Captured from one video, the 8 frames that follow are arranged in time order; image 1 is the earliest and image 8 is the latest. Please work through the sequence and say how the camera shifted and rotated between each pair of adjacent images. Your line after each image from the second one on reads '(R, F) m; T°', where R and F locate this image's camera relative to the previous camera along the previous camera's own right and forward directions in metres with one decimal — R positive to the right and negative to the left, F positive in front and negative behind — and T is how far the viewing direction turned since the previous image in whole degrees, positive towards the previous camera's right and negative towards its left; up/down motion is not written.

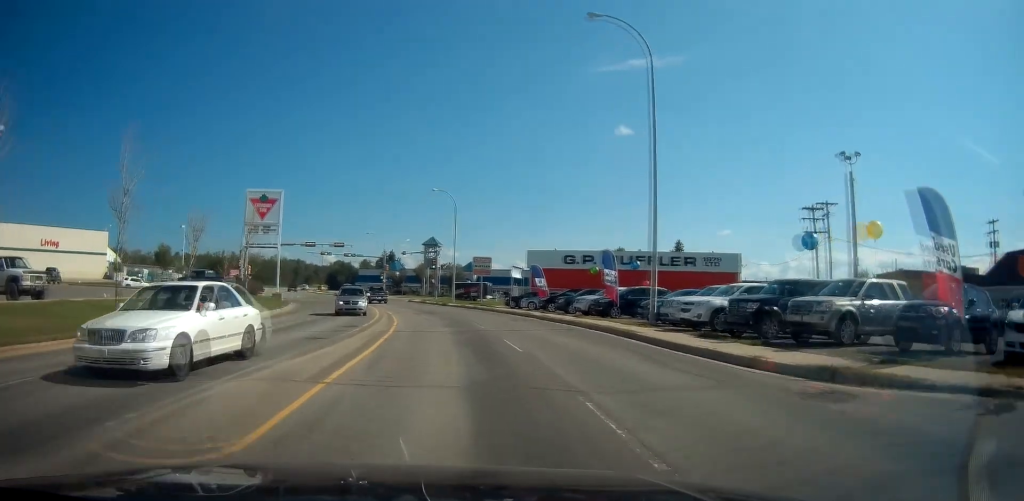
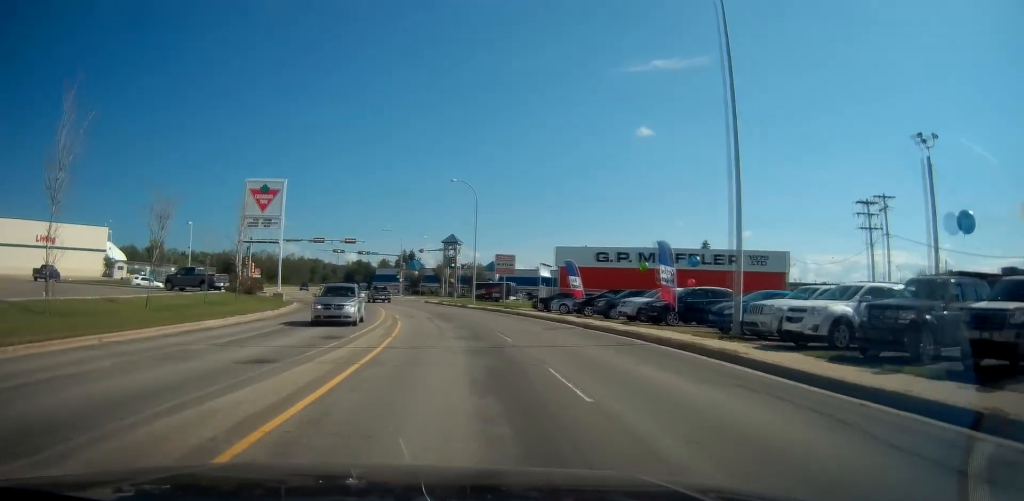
(-0.2, +5.6) m; -2°
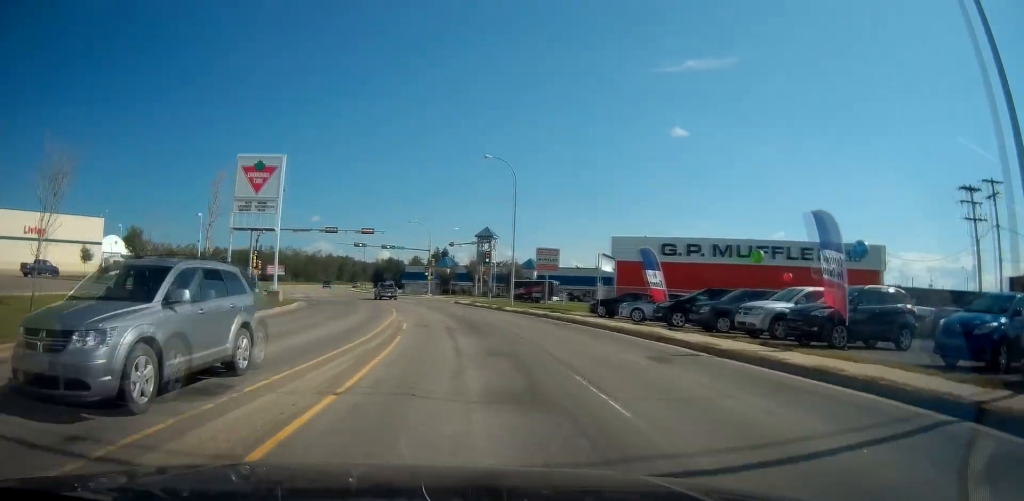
(-0.5, +9.6) m; -3°
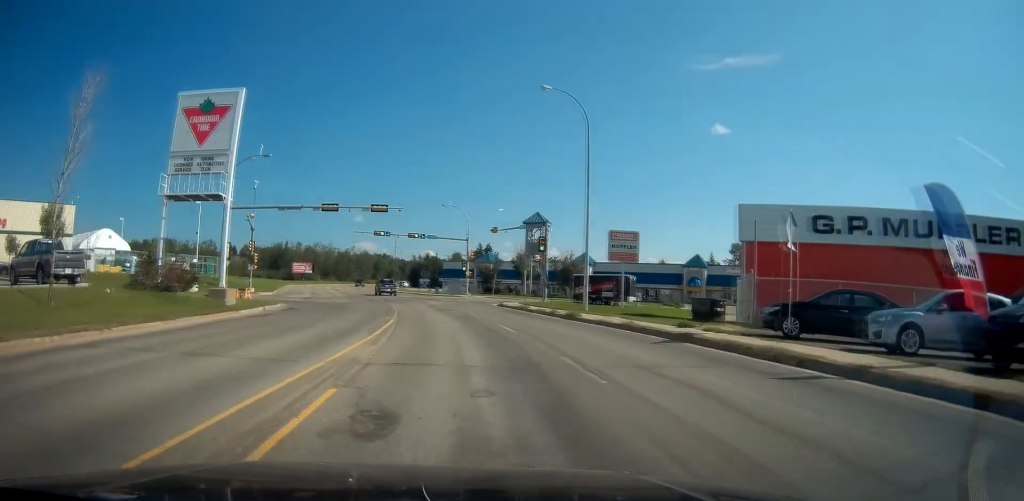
(-0.2, +16.1) m; -3°
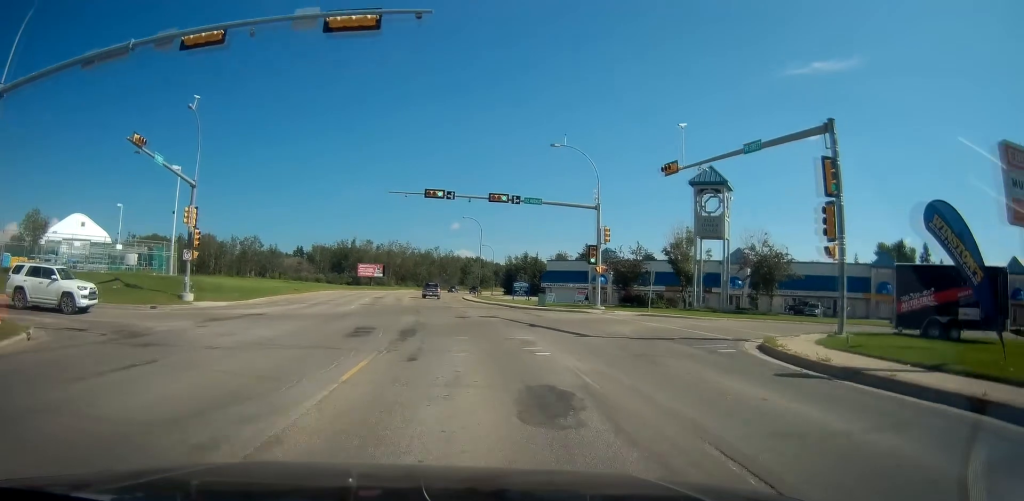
(-3.0, +32.3) m; -11°
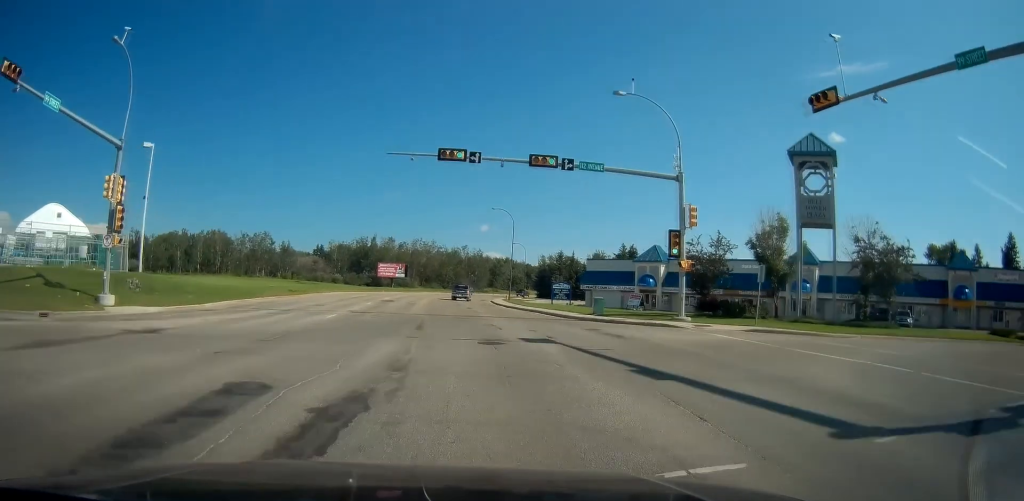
(-0.4, +11.4) m; -2°
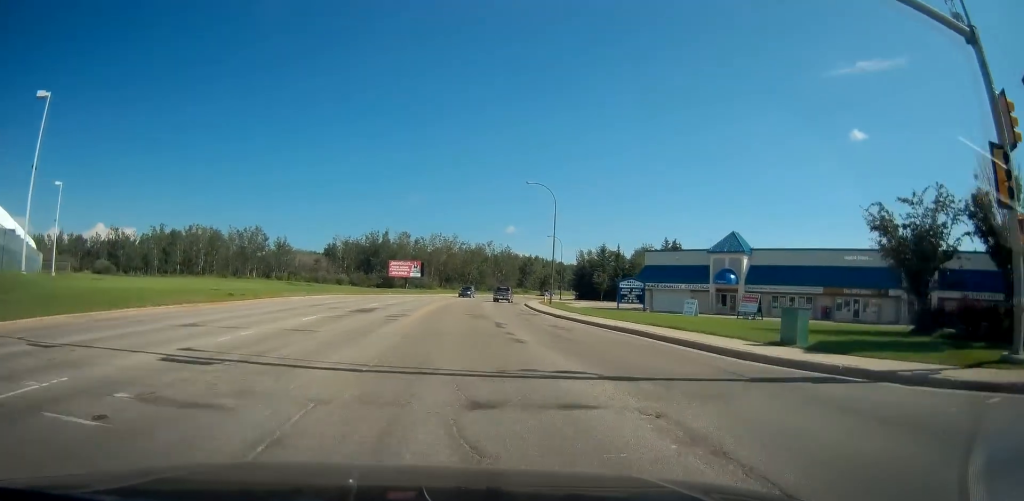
(-0.2, +19.3) m; -3°
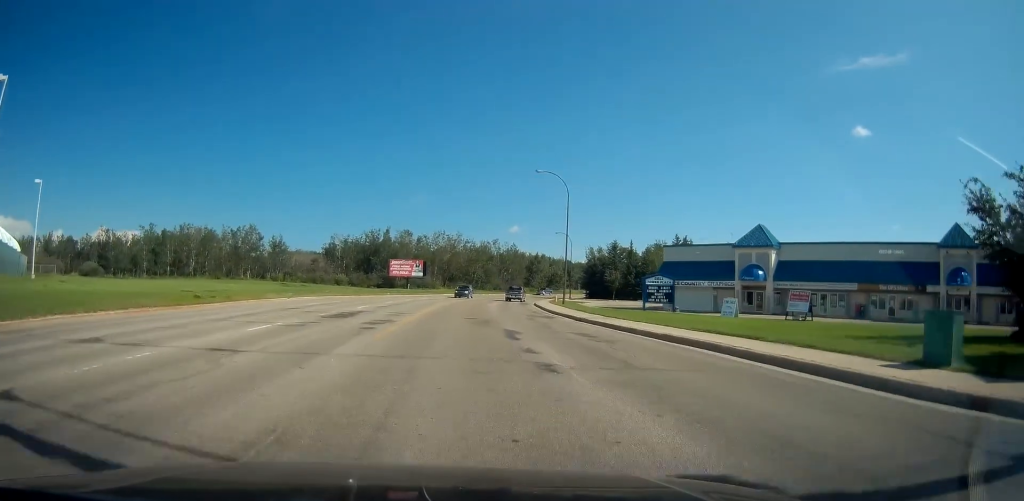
(-0.2, +5.5) m; -1°
